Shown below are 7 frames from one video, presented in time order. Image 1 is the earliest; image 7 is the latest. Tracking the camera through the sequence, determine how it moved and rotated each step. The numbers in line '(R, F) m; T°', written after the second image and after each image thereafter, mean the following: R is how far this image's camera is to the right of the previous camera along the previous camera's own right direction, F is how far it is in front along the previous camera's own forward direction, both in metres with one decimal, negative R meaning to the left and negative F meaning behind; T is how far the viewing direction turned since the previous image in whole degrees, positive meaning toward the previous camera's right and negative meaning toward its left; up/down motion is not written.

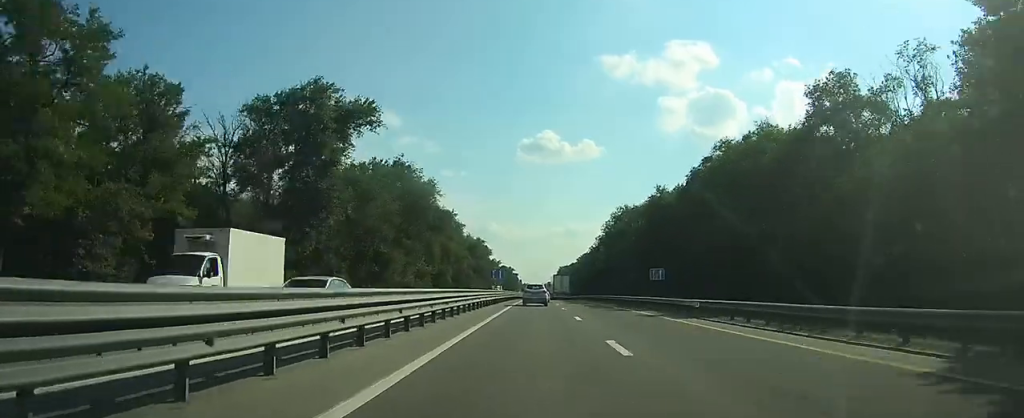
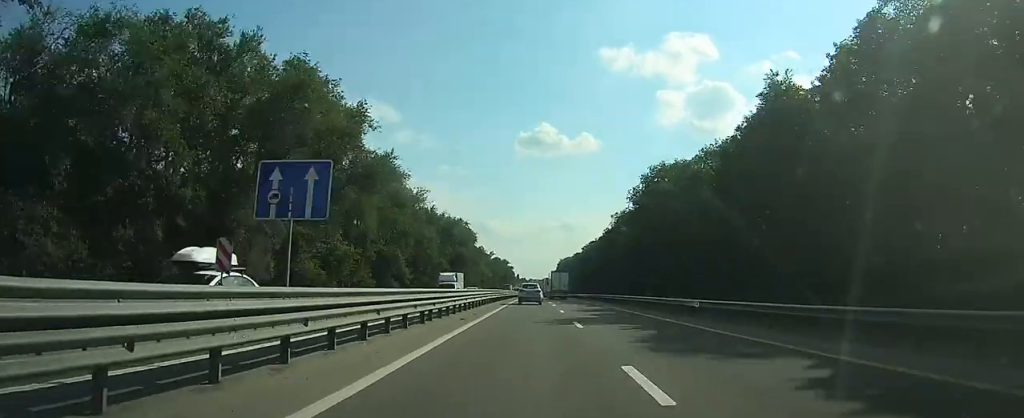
(0.0, +40.8) m; 0°
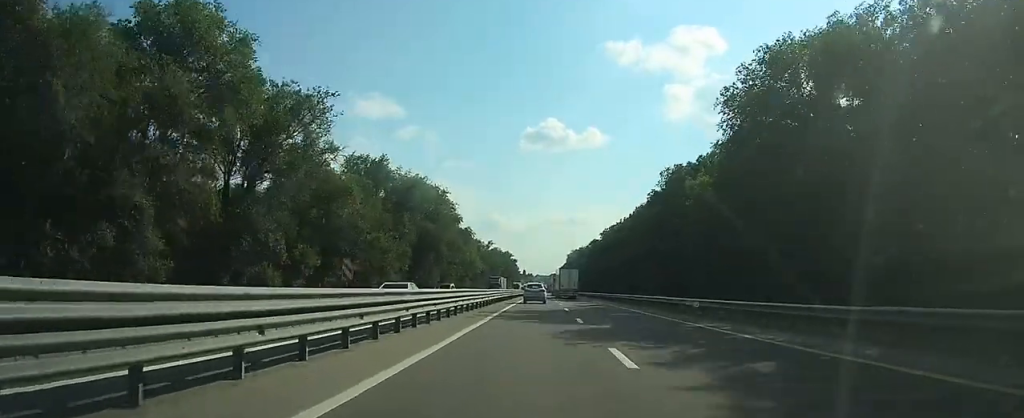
(0.0, +45.7) m; 0°
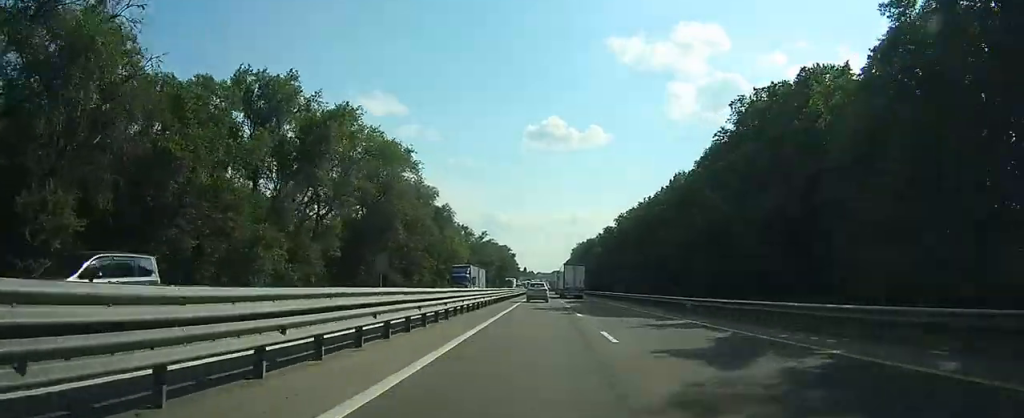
(+0.2, +31.9) m; 0°
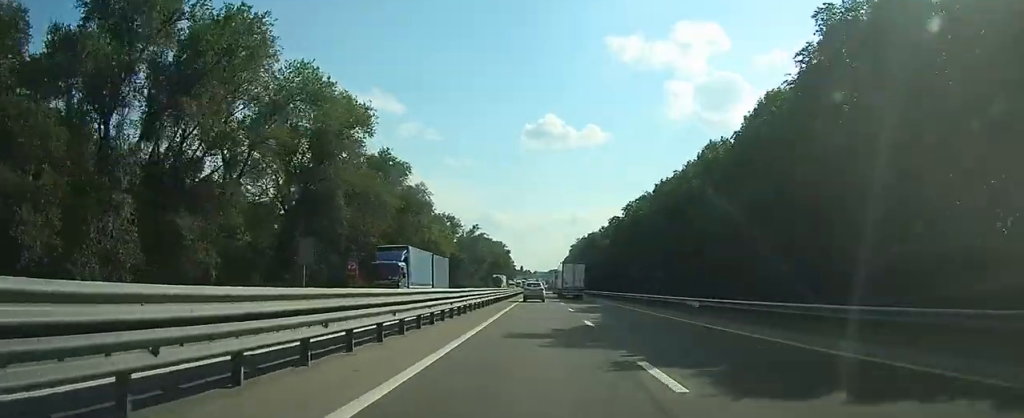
(0.0, +18.6) m; 0°
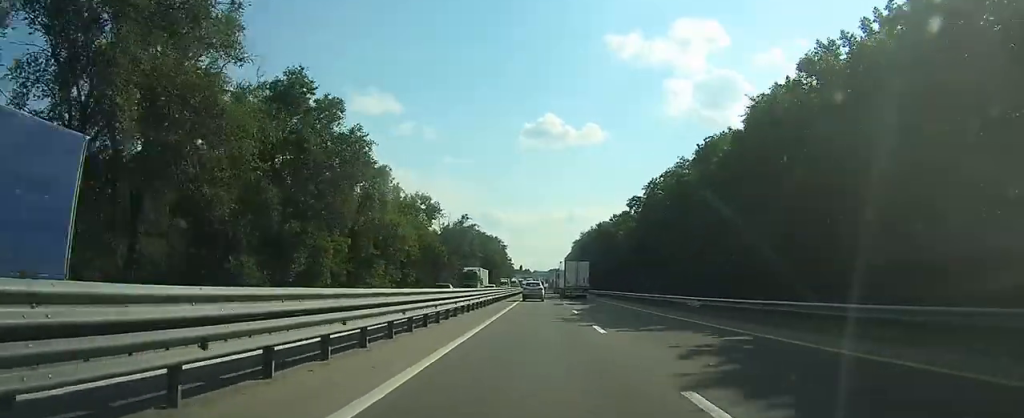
(0.0, +27.2) m; 0°
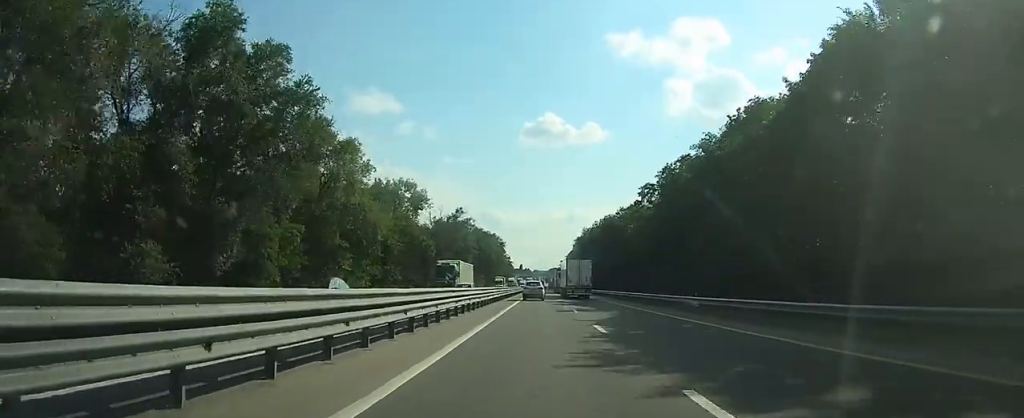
(0.0, +11.9) m; 0°
